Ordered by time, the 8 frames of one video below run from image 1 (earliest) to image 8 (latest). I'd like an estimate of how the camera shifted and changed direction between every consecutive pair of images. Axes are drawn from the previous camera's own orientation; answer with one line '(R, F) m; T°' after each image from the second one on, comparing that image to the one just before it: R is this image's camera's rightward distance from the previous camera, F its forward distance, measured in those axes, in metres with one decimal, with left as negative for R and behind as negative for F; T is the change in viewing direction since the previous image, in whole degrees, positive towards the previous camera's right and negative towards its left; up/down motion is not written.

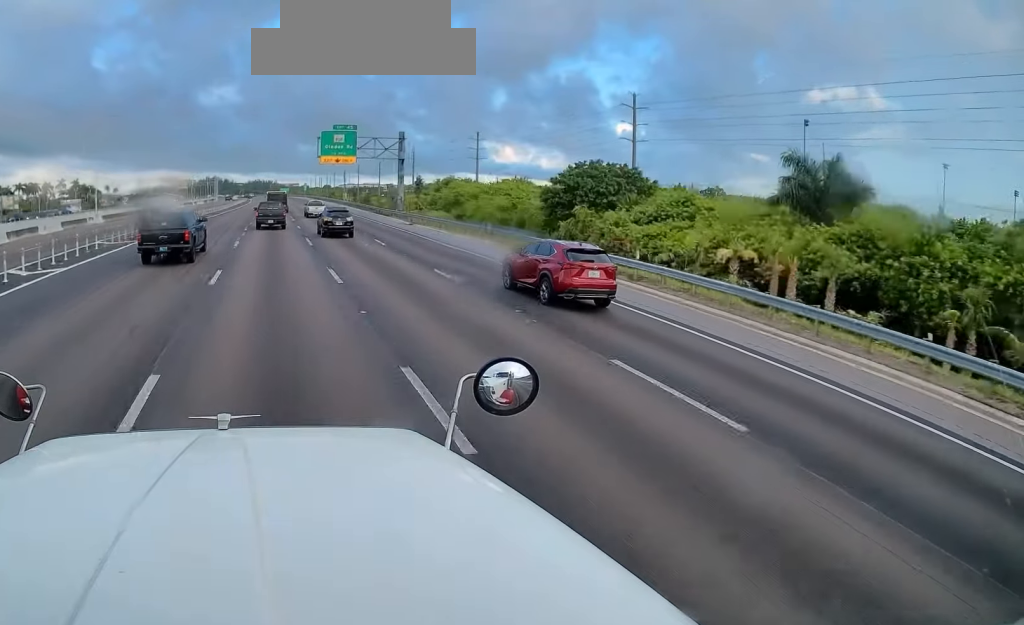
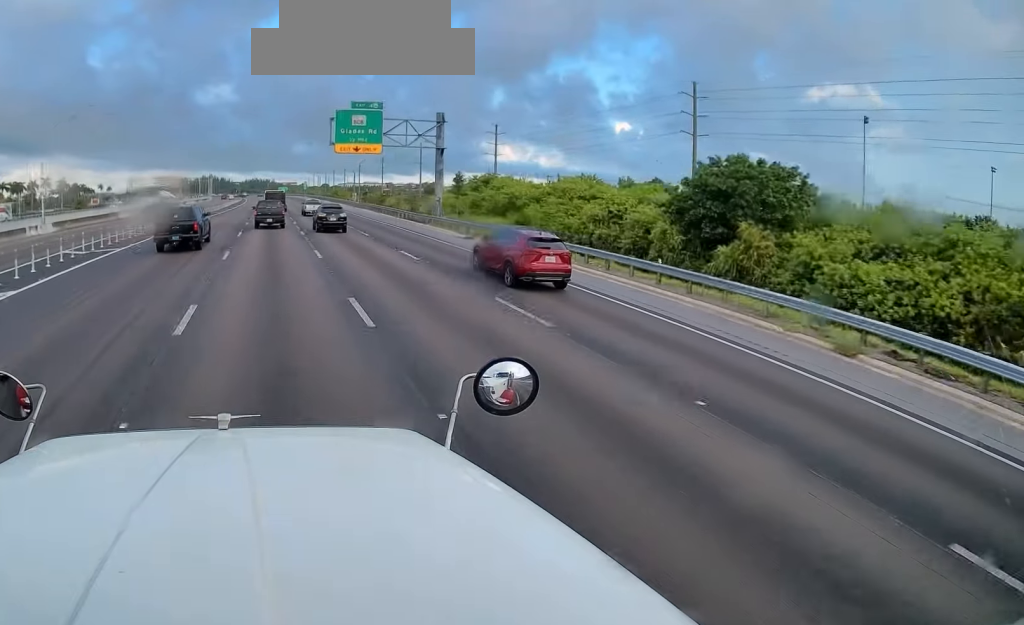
(-0.1, +20.5) m; 0°
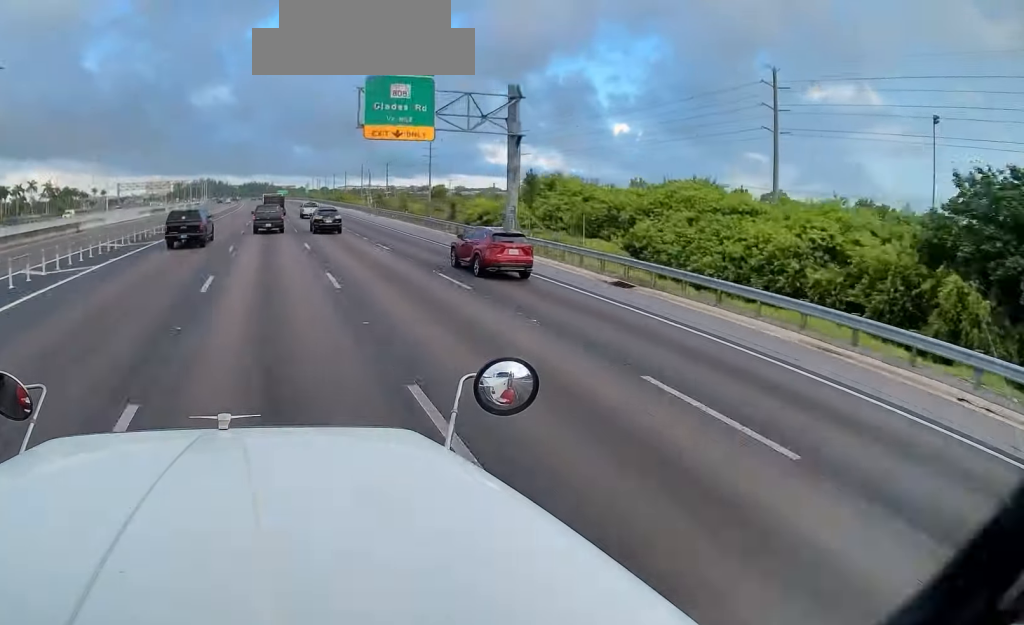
(0.0, +19.5) m; 0°
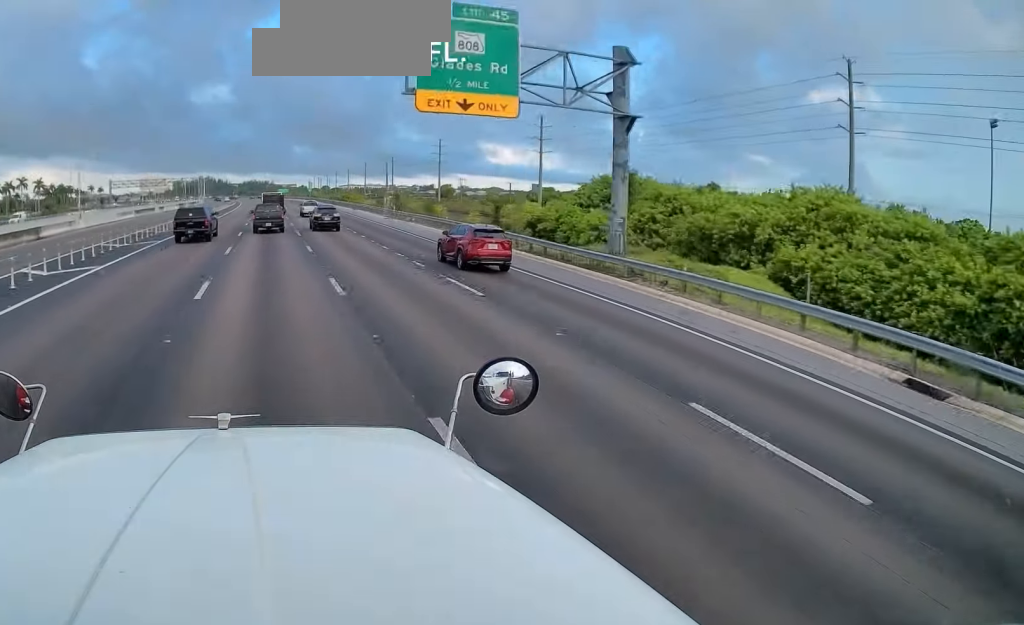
(+0.1, +14.1) m; 0°
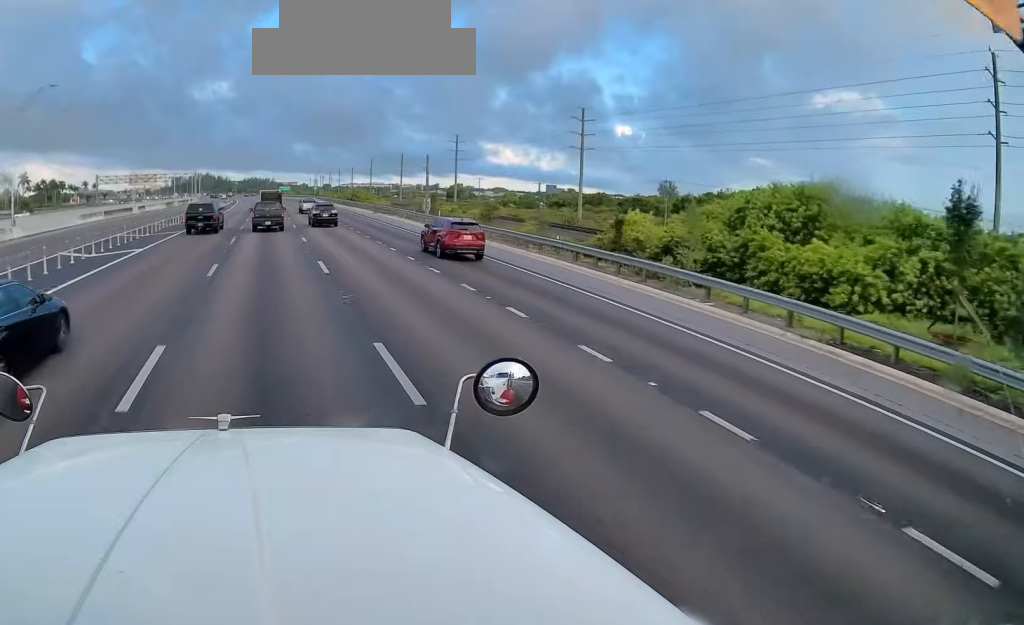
(+0.1, +21.2) m; 0°
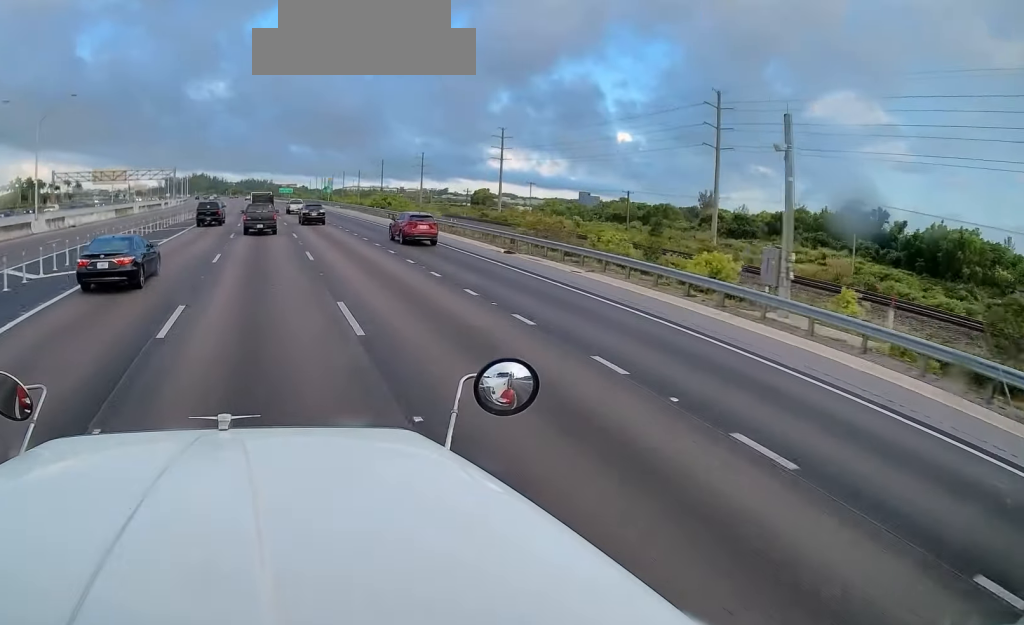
(+0.1, +45.5) m; 0°
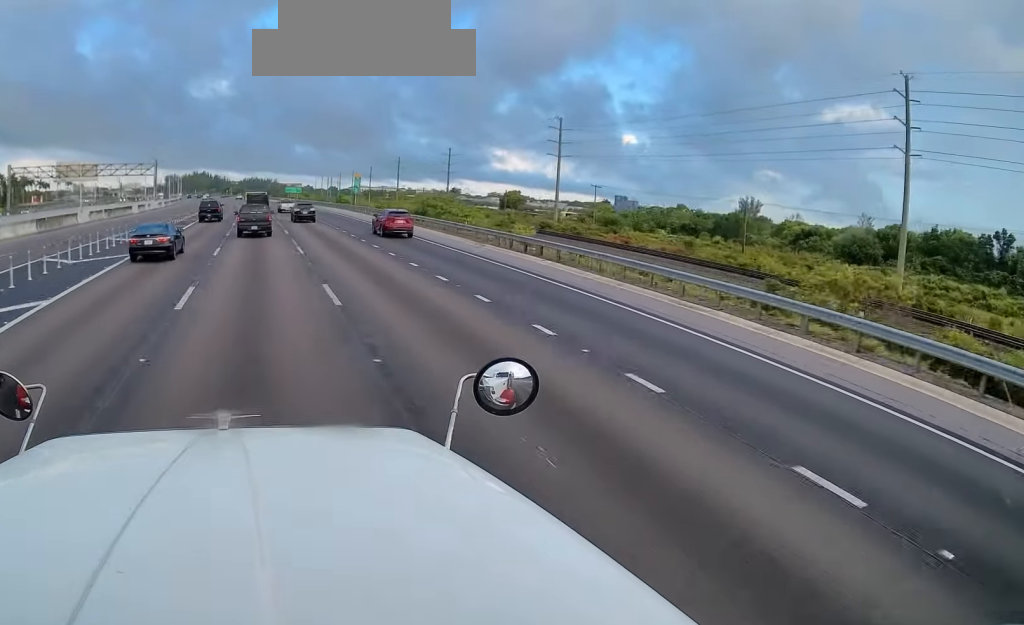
(-0.3, +34.2) m; 0°
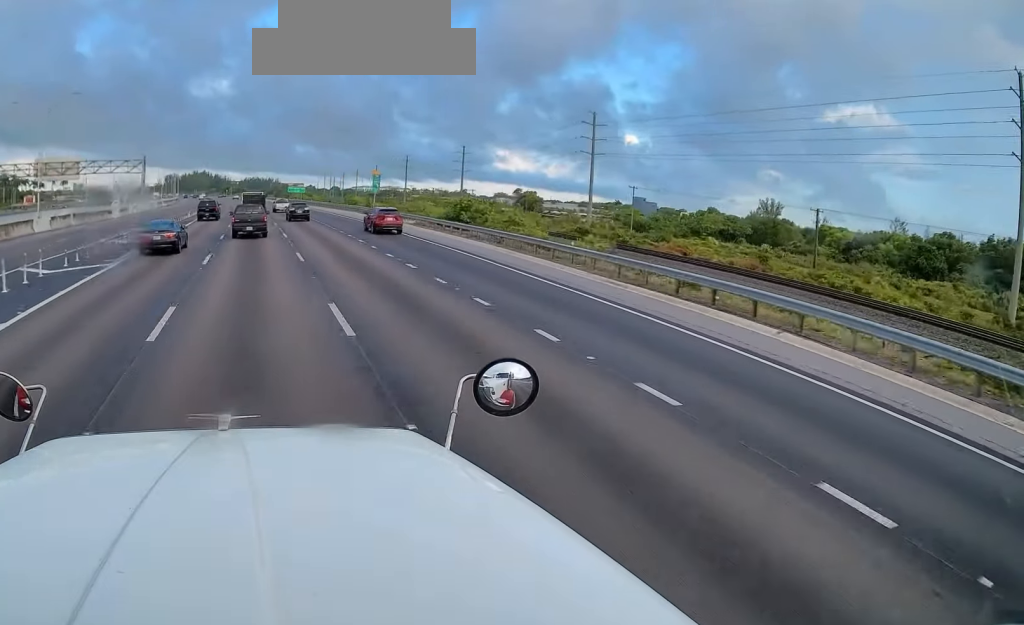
(+0.2, +15.3) m; 0°
